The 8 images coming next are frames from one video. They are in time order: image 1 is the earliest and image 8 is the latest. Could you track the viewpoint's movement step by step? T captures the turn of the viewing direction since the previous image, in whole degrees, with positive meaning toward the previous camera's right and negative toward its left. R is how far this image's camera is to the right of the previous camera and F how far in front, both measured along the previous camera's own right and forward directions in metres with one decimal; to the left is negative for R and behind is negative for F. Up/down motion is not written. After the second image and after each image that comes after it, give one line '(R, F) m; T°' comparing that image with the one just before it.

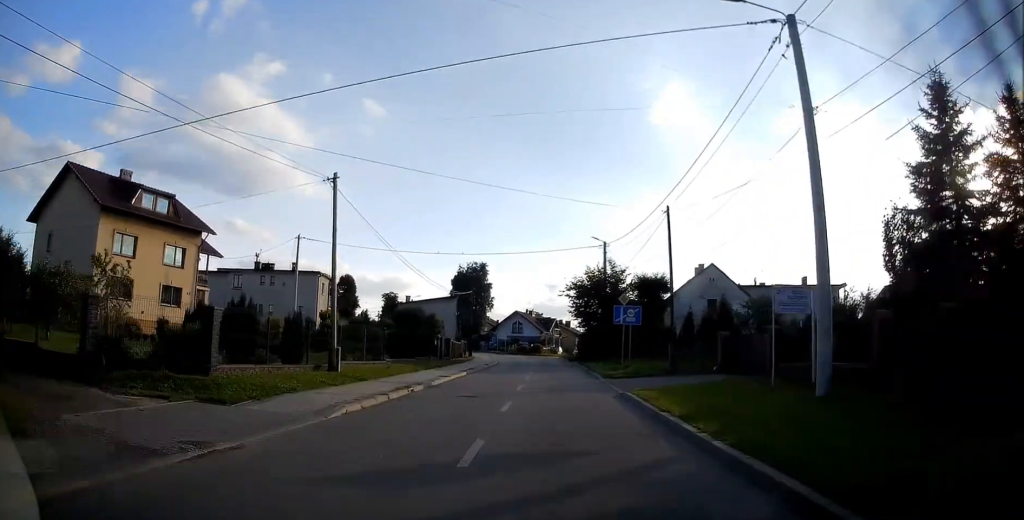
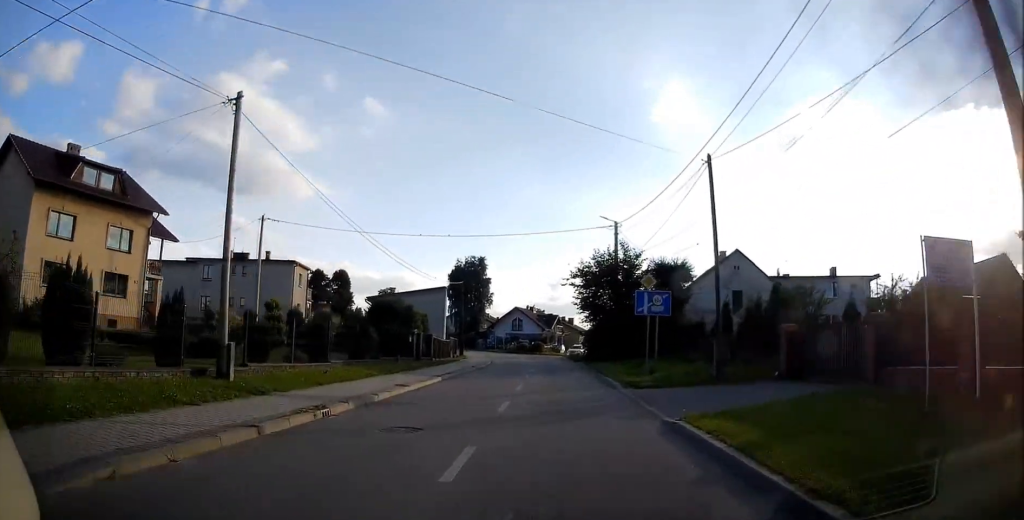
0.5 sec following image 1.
(+0.1, +6.3) m; 0°
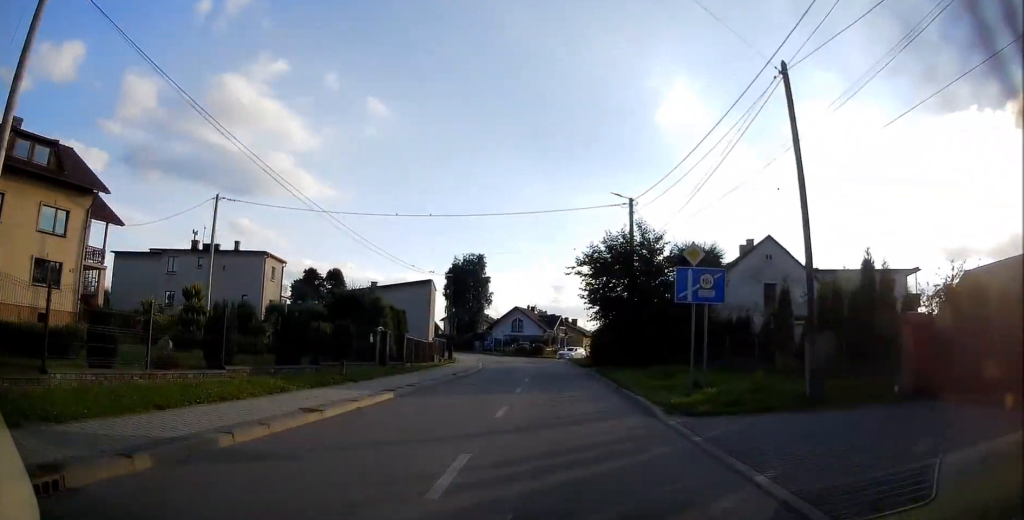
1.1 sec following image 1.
(+0.1, +6.3) m; 0°
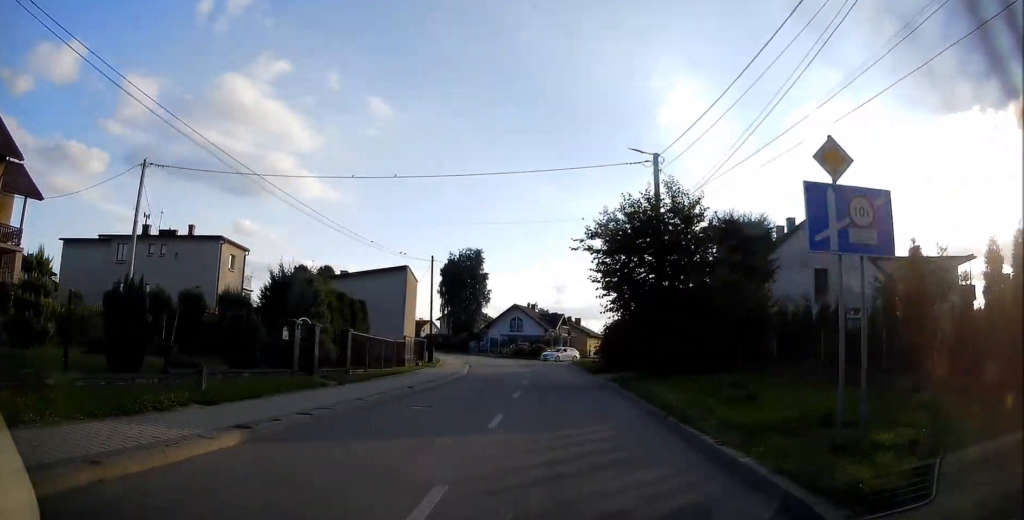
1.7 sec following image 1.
(0.0, +7.2) m; -1°
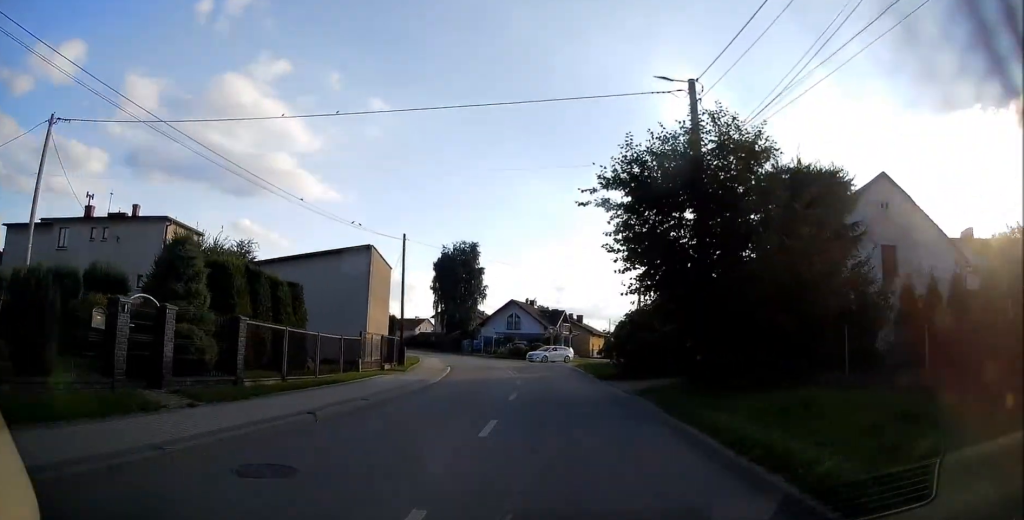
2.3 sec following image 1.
(0.0, +6.7) m; -1°
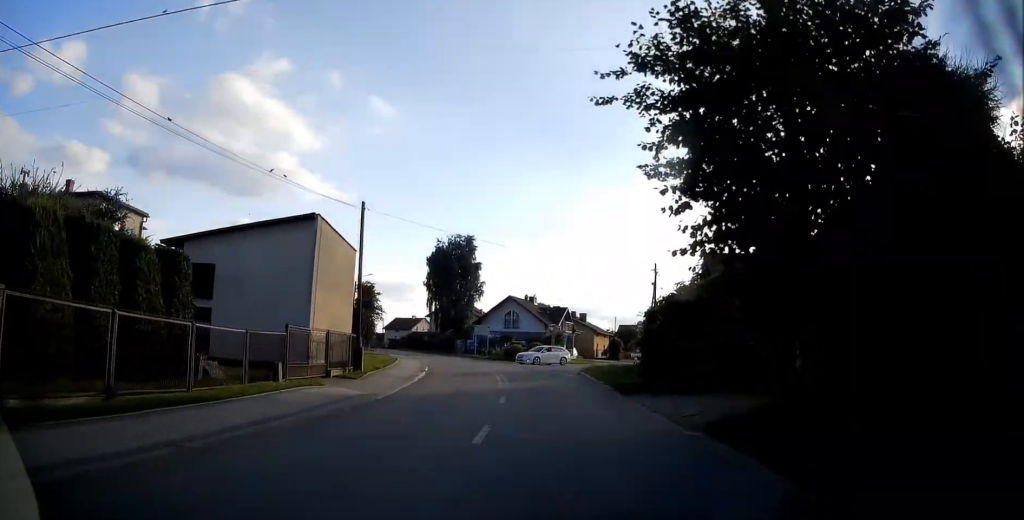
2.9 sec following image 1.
(-0.1, +6.7) m; -1°
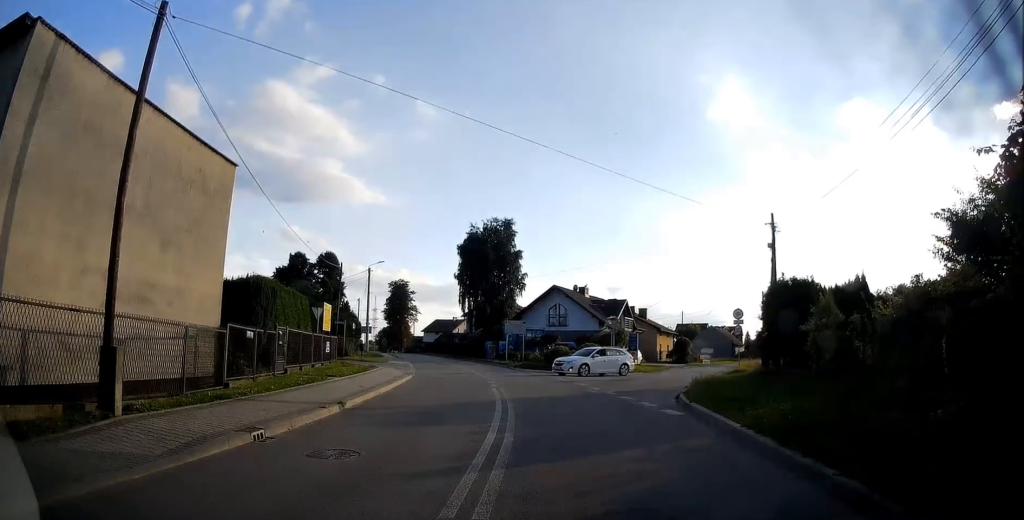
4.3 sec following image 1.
(-0.5, +15.6) m; -5°
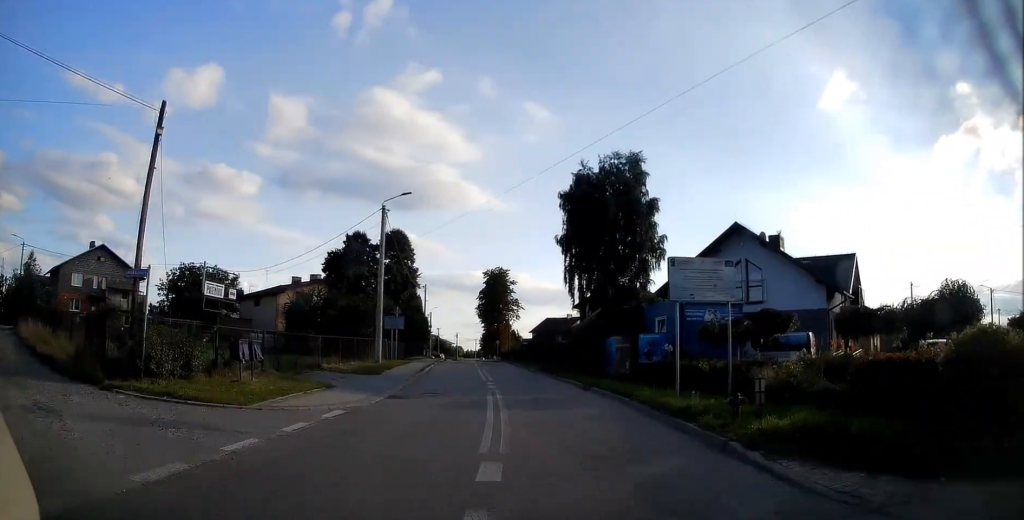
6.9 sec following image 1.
(-3.9, +30.9) m; -12°
